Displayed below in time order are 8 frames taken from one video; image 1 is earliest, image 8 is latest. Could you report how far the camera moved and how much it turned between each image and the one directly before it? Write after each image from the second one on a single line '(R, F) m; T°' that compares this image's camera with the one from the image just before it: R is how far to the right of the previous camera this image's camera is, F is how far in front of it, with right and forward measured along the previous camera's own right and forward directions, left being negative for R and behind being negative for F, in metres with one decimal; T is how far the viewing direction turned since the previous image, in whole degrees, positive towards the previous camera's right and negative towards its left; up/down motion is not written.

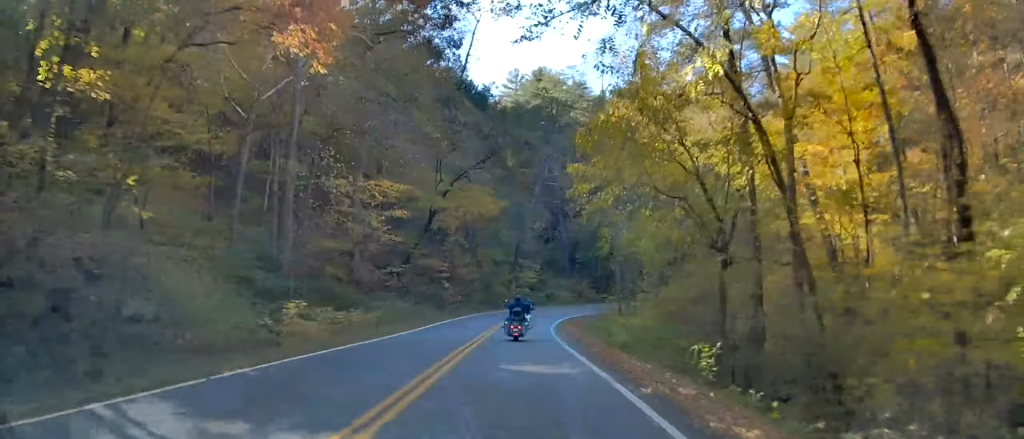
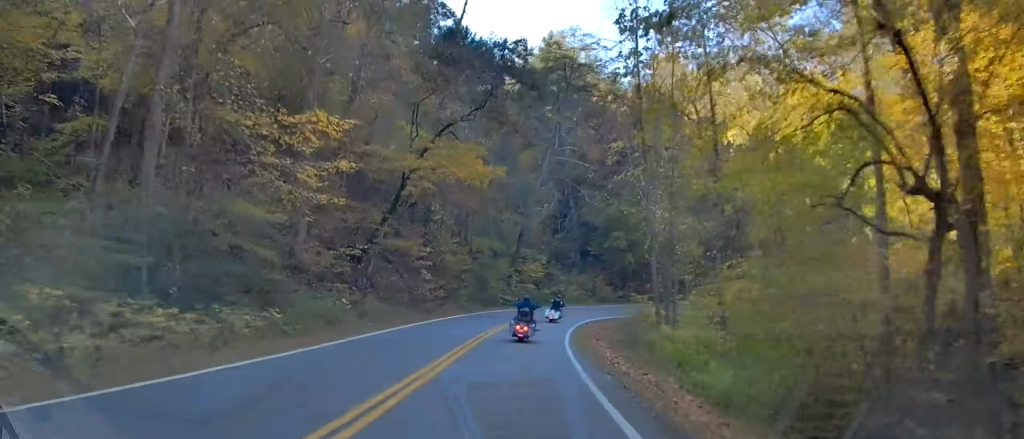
(-0.2, +12.1) m; 0°
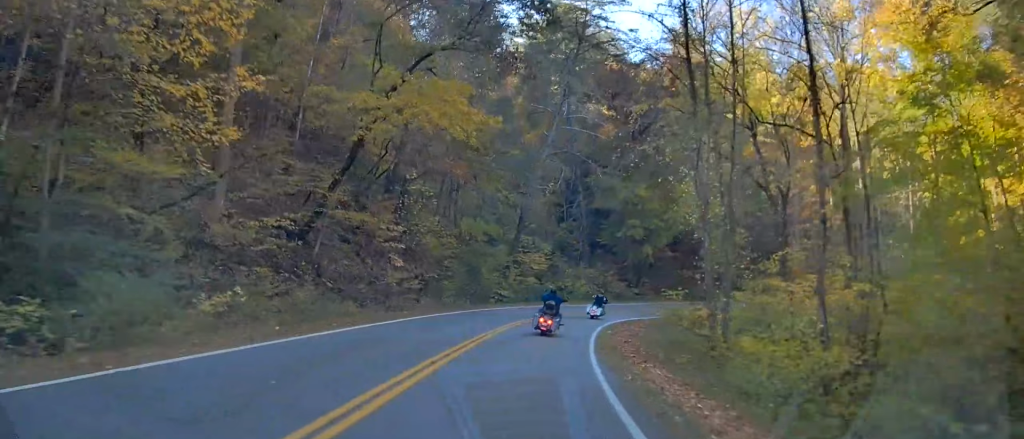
(0.0, +9.9) m; +2°
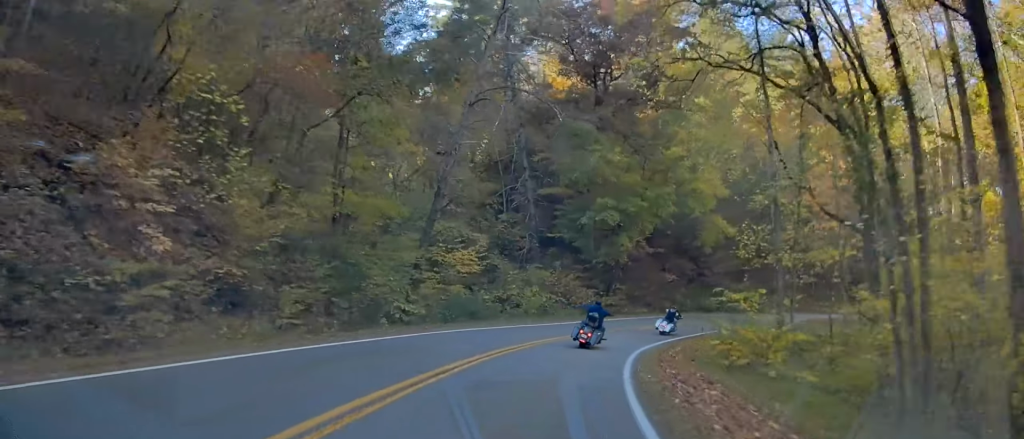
(+1.0, +18.9) m; +8°
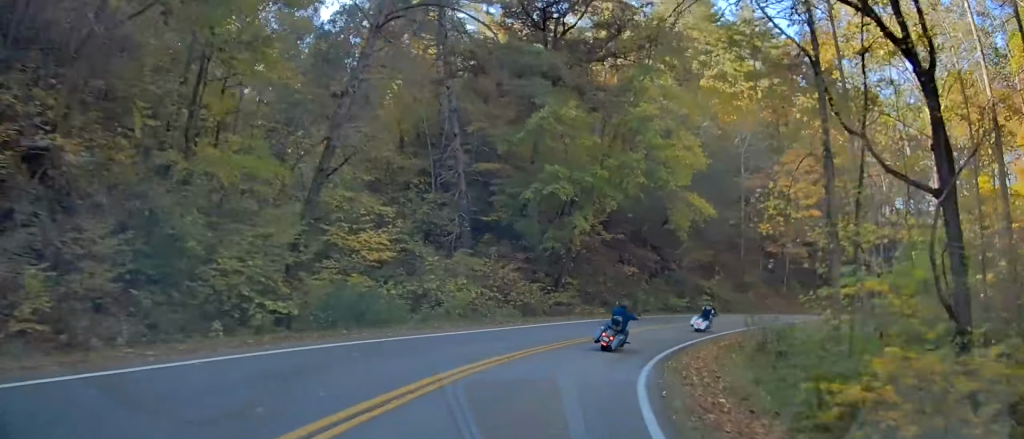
(+0.4, +10.1) m; +6°
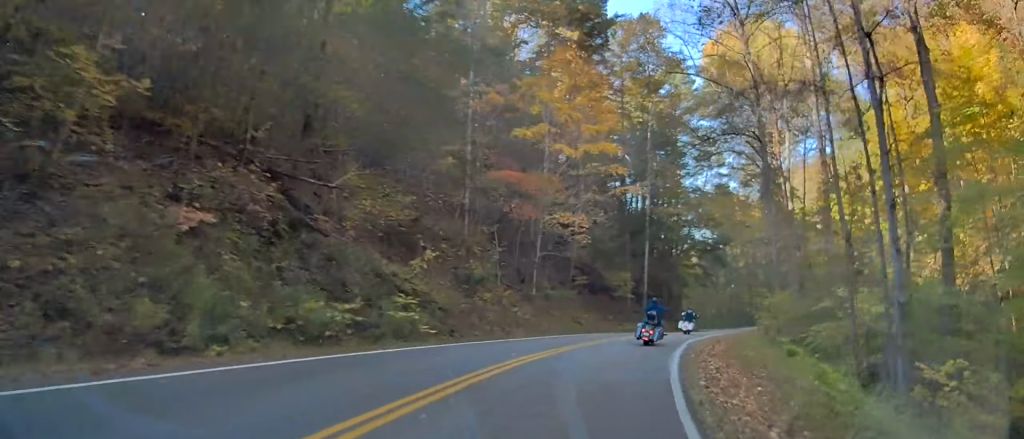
(+7.8, +31.5) m; +28°
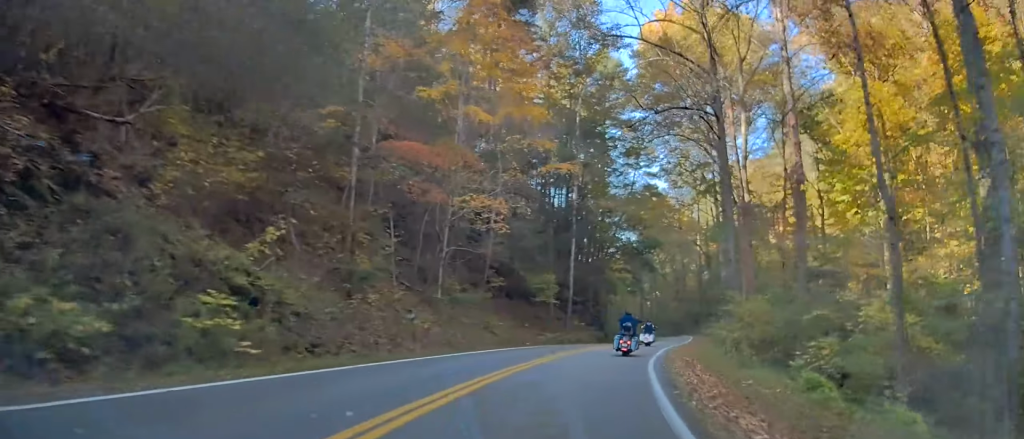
(+0.5, +8.1) m; +5°
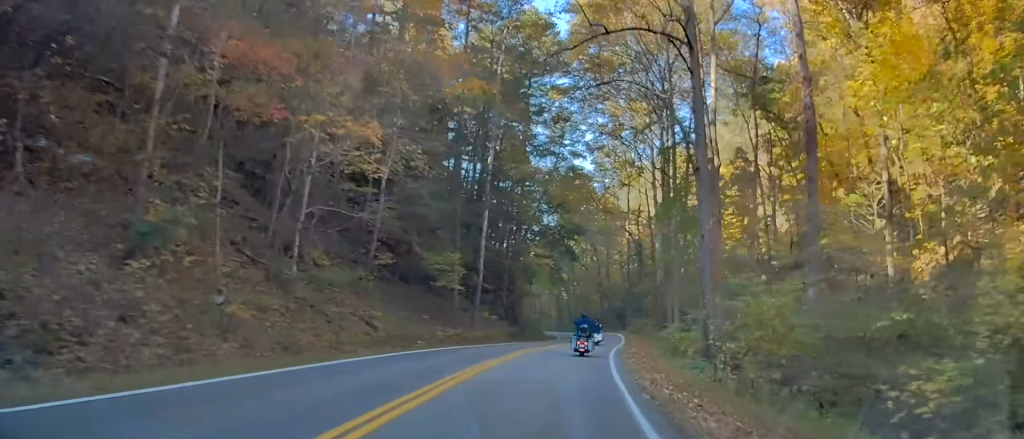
(+0.4, +10.8) m; +5°
